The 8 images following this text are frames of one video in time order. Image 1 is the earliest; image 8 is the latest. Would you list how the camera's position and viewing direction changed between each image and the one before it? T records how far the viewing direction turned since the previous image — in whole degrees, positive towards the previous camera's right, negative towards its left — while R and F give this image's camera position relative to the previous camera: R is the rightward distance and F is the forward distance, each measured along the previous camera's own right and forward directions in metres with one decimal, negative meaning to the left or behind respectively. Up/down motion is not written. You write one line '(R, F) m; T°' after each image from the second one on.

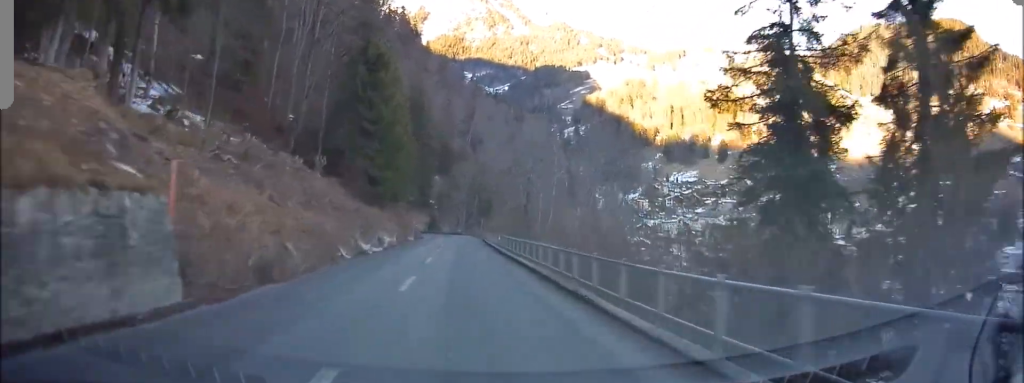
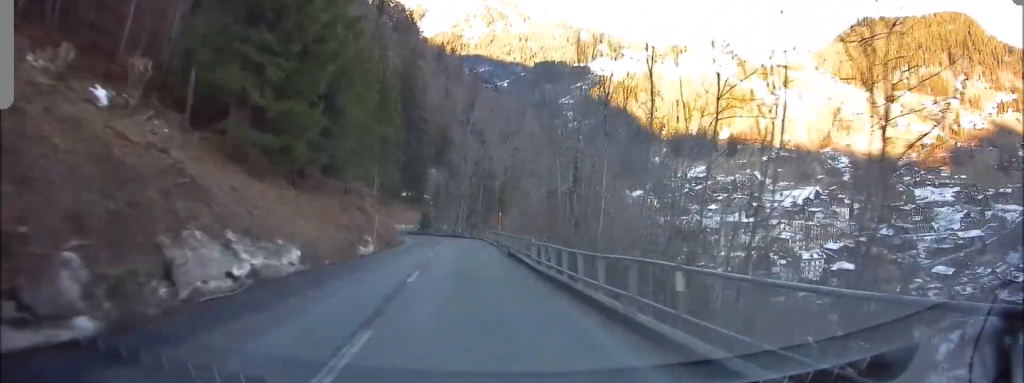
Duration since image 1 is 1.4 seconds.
(-0.6, +24.8) m; -1°
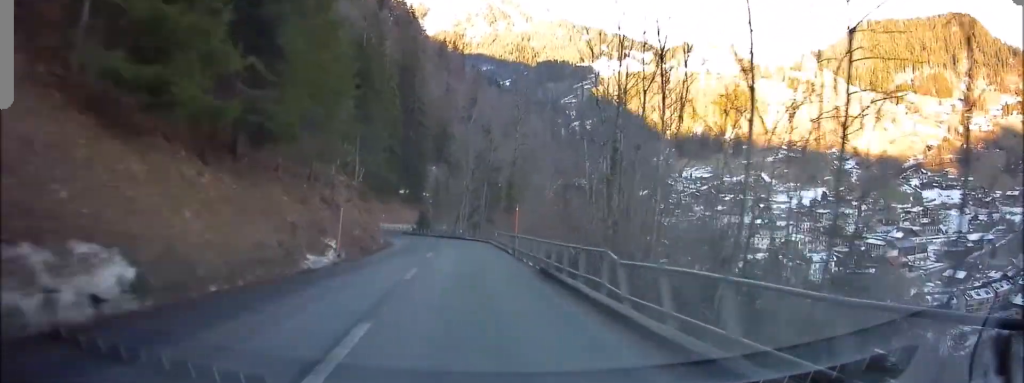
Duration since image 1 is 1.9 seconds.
(0.0, +8.4) m; 0°
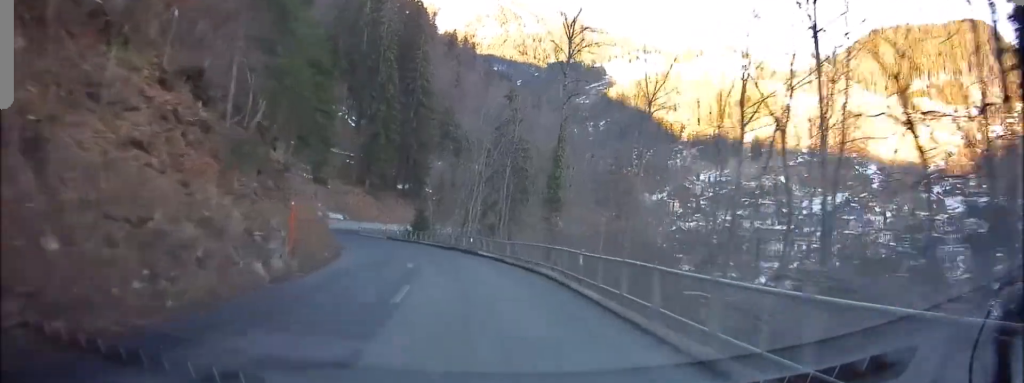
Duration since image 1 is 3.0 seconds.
(-0.1, +21.2) m; -3°
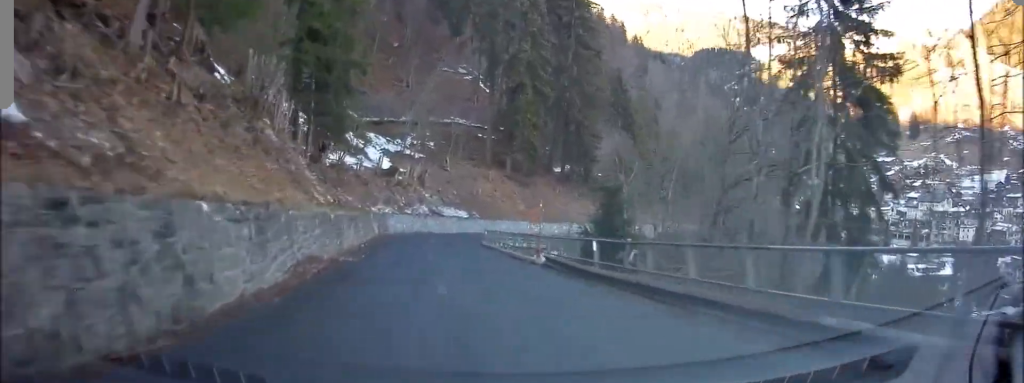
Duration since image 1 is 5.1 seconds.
(-3.7, +35.2) m; -10°
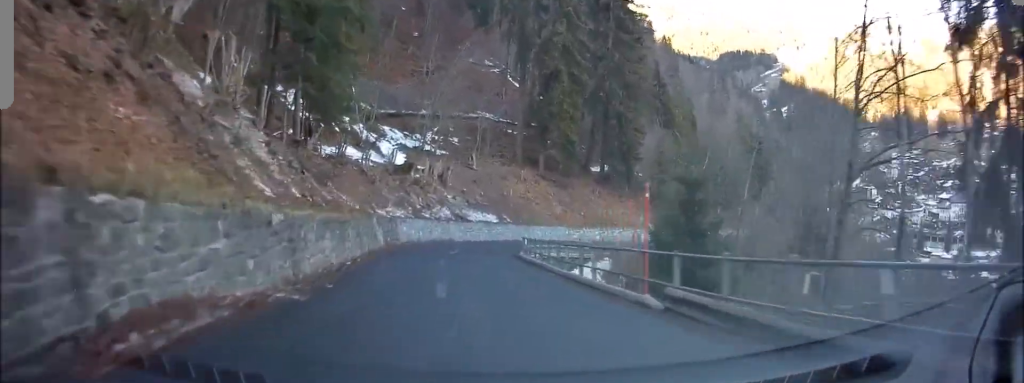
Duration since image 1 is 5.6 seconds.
(0.0, +8.0) m; -1°
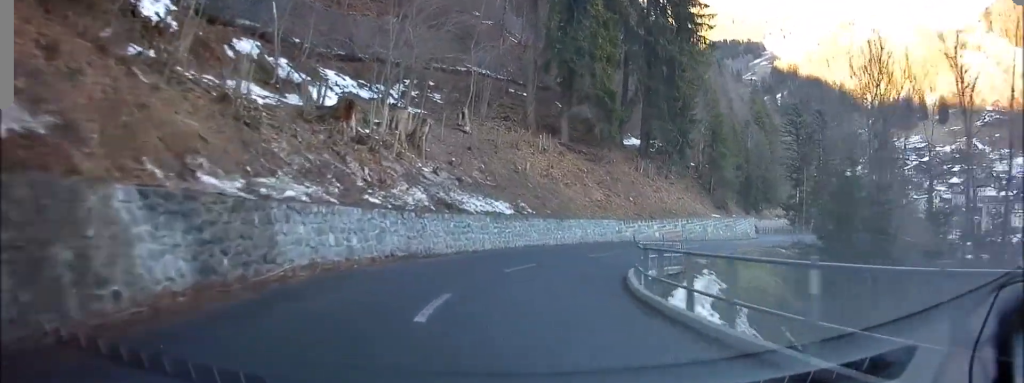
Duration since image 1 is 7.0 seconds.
(-0.5, +19.9) m; +1°
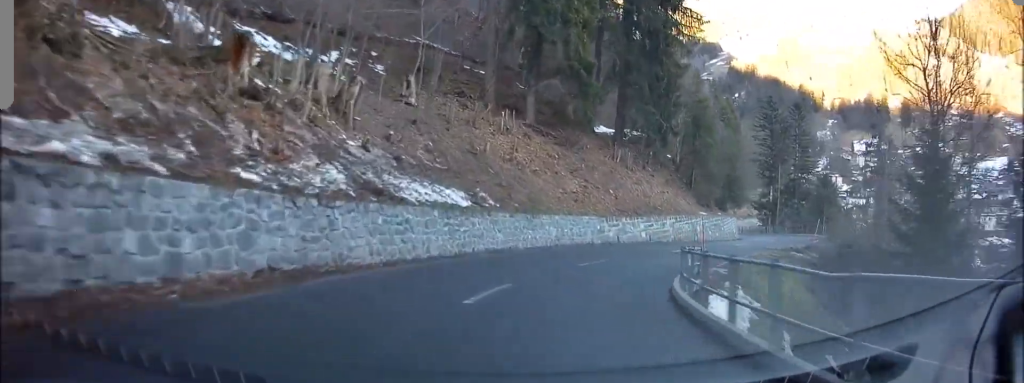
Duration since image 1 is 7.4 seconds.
(+0.3, +5.8) m; +3°
